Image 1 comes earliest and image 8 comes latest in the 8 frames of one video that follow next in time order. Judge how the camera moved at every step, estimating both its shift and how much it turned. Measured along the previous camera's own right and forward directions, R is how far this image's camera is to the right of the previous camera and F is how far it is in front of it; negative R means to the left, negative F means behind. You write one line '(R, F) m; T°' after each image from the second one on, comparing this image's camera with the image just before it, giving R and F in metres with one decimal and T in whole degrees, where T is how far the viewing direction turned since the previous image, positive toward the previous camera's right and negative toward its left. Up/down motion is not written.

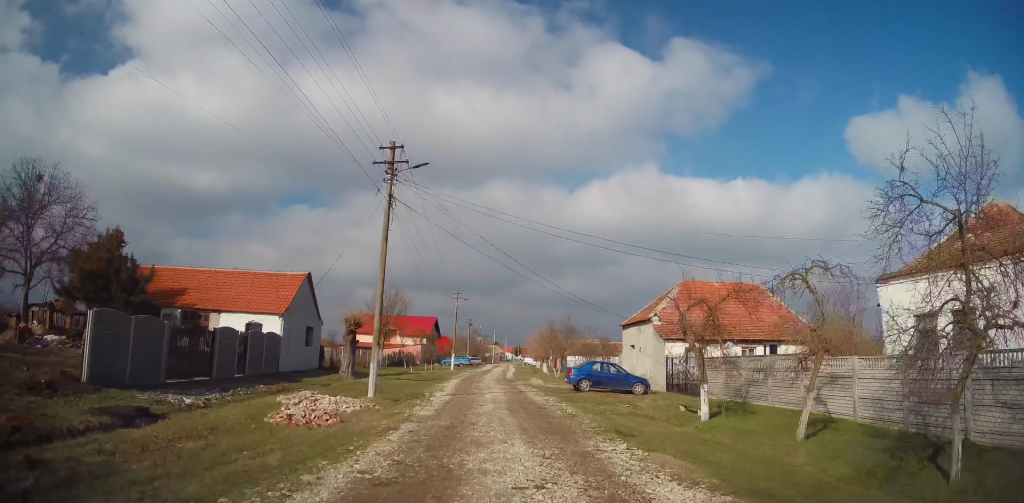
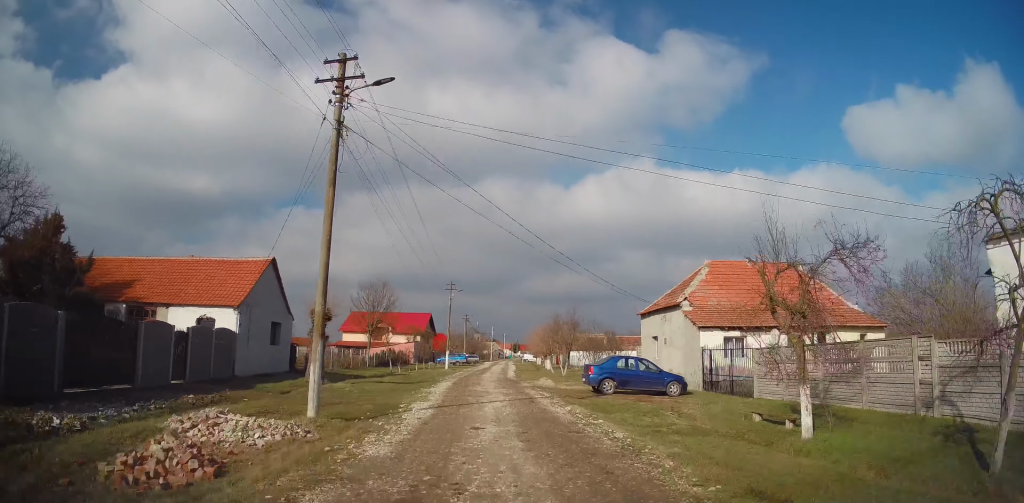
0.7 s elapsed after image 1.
(+0.2, +5.2) m; 0°
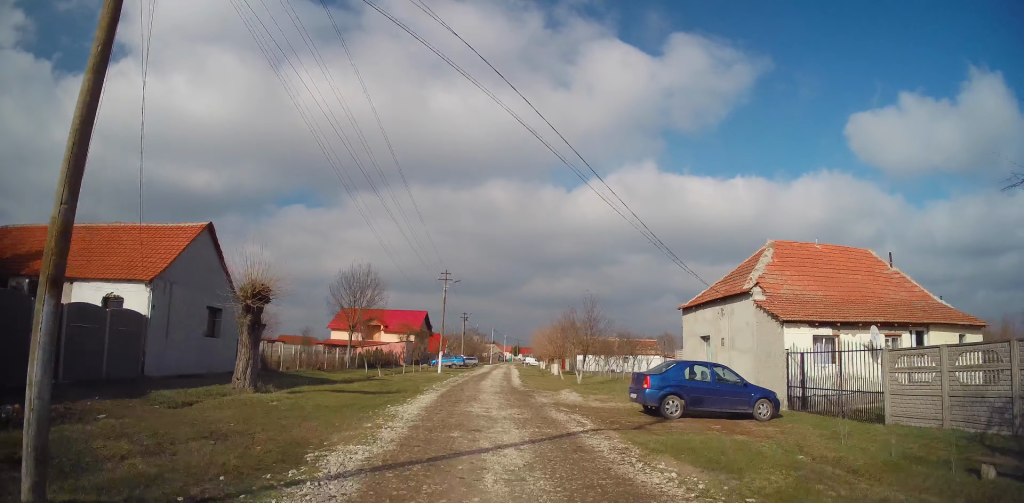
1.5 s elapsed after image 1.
(-0.1, +6.9) m; -1°
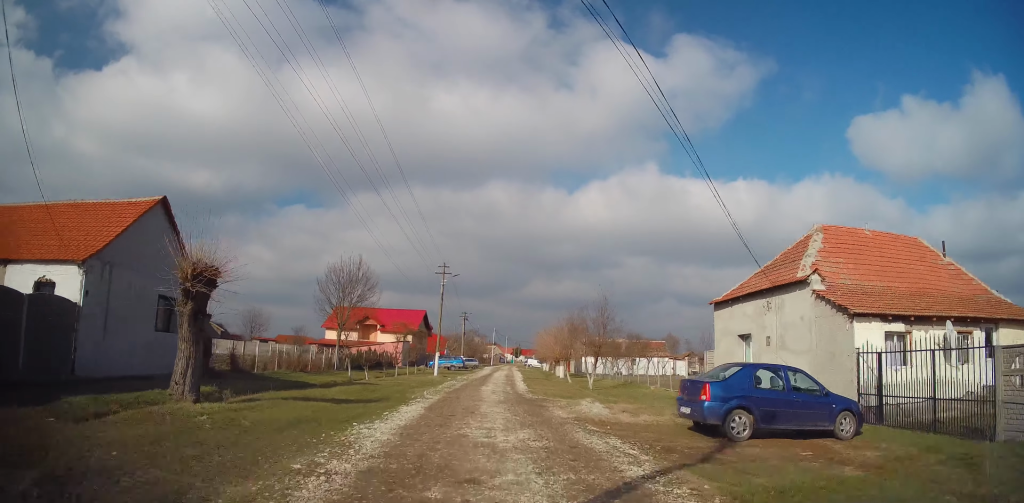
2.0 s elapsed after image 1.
(-0.1, +3.5) m; -1°
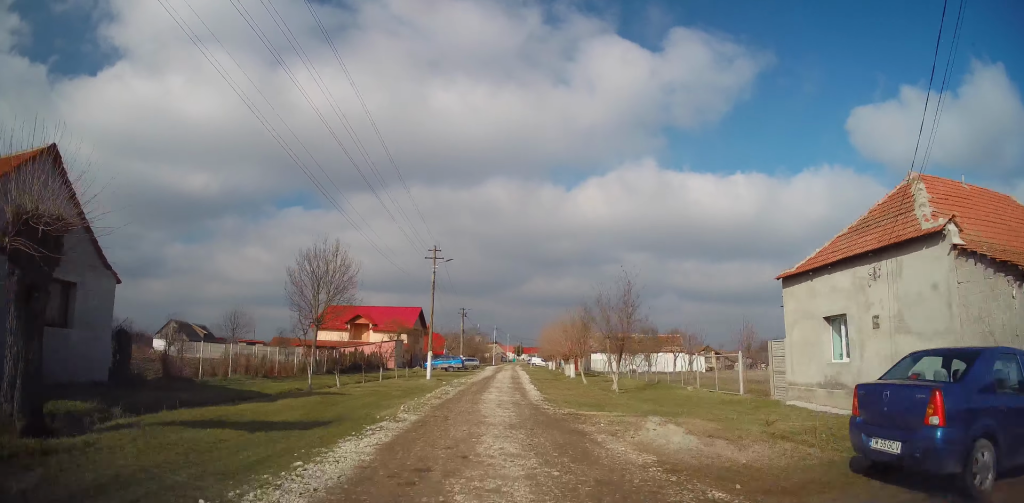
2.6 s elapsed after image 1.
(0.0, +5.6) m; 0°
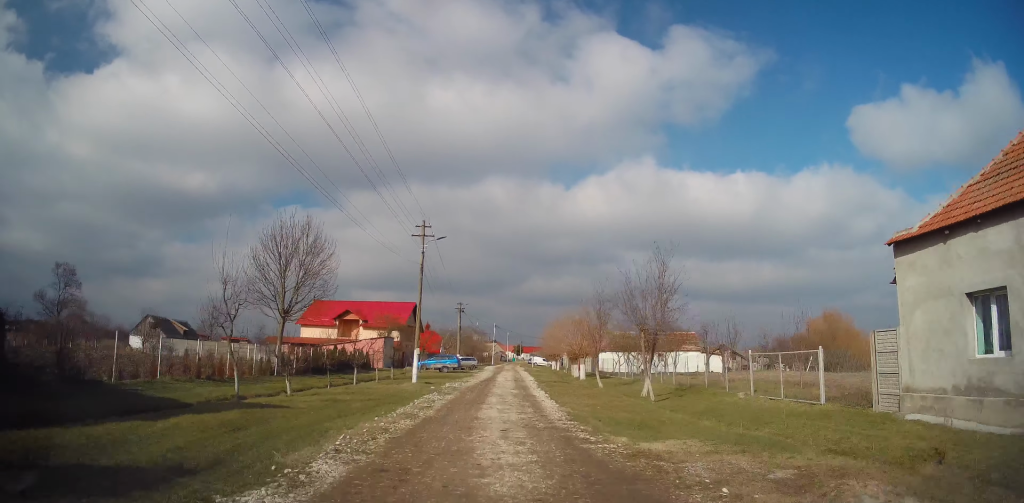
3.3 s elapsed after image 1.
(0.0, +5.5) m; 0°
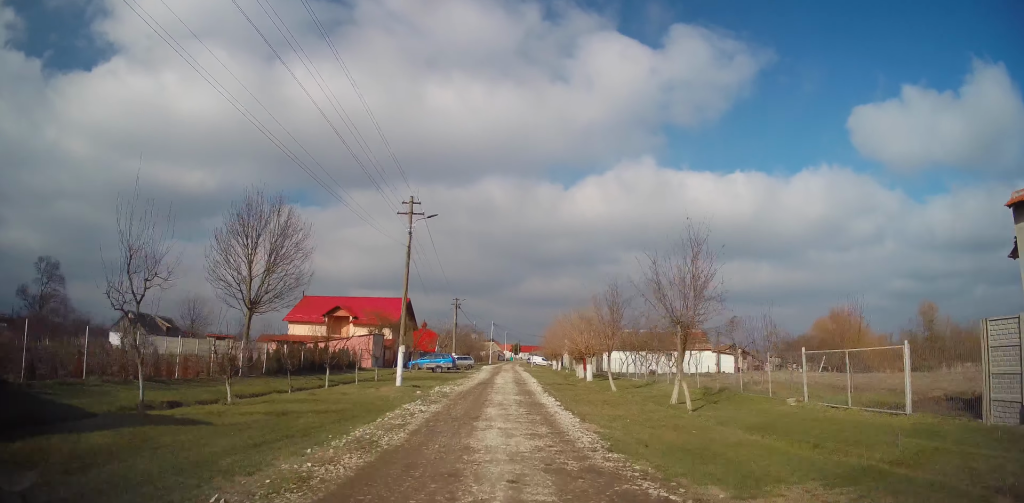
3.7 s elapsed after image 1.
(0.0, +3.8) m; 0°
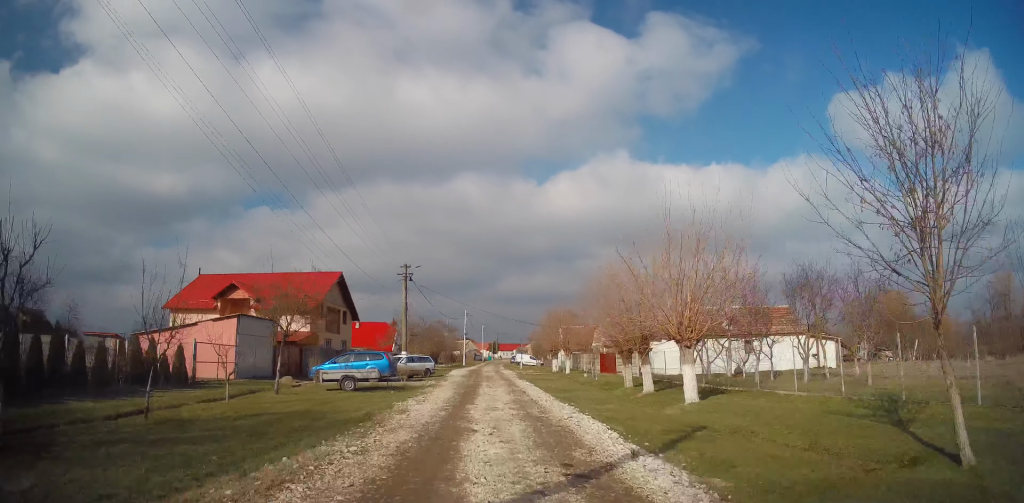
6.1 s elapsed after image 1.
(+1.0, +22.6) m; +3°
